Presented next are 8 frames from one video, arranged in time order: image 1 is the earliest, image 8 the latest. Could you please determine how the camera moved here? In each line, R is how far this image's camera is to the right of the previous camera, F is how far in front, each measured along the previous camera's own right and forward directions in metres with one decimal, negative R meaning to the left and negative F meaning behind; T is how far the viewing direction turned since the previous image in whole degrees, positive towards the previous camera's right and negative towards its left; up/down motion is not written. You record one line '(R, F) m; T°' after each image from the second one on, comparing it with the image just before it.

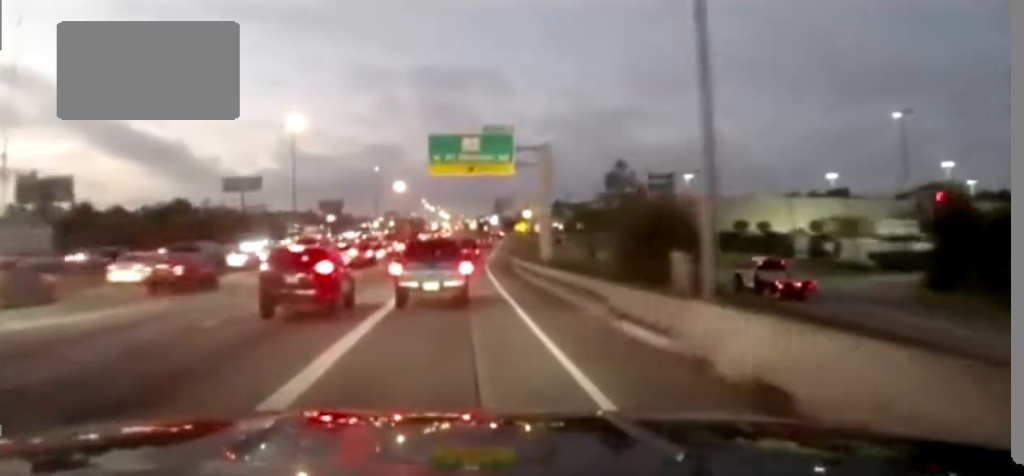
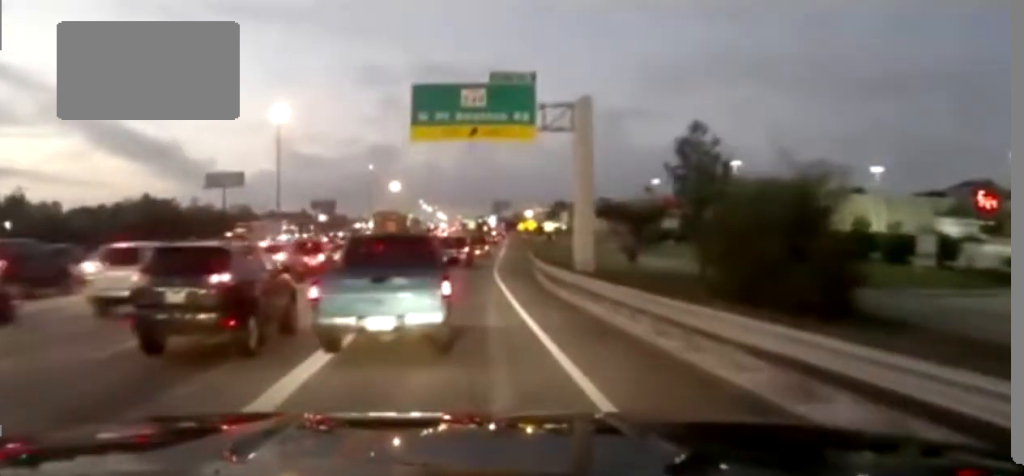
(-0.4, +19.2) m; +1°
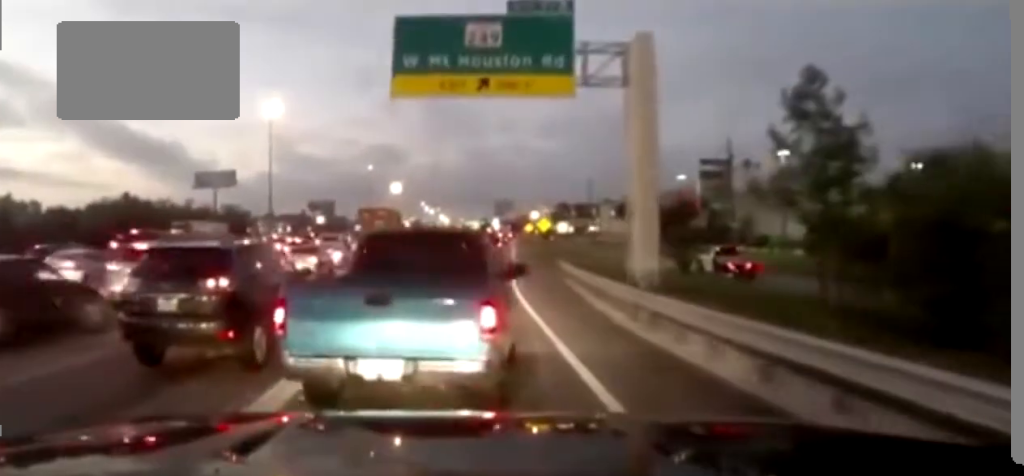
(+0.5, +13.7) m; +2°
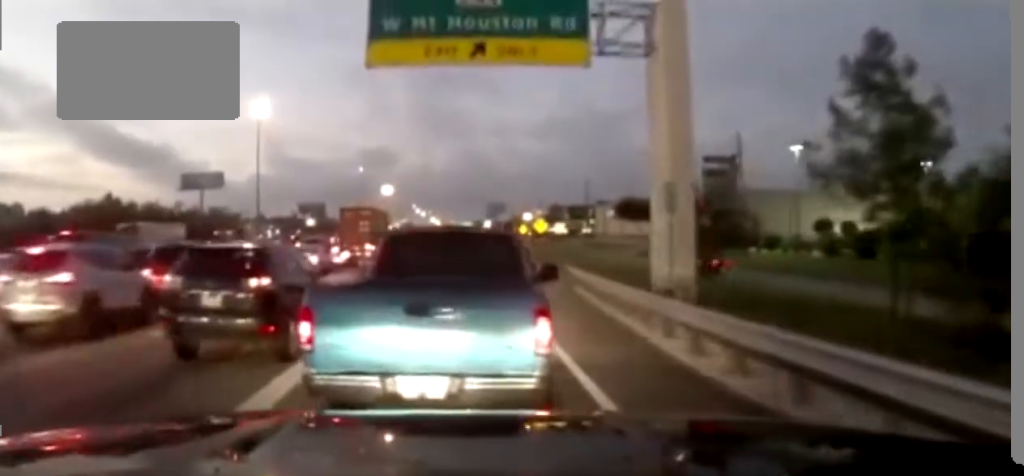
(0.0, +5.7) m; 0°
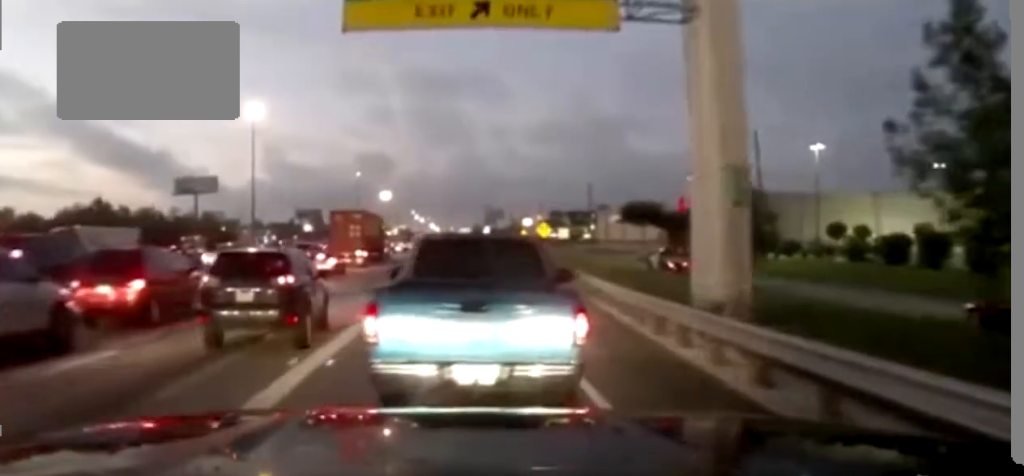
(0.0, +4.8) m; +4°
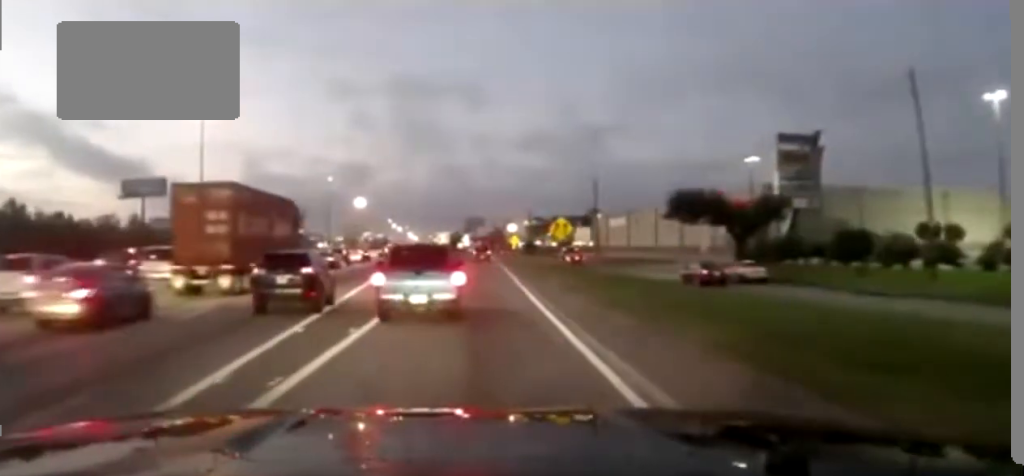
(+0.7, +26.6) m; -1°
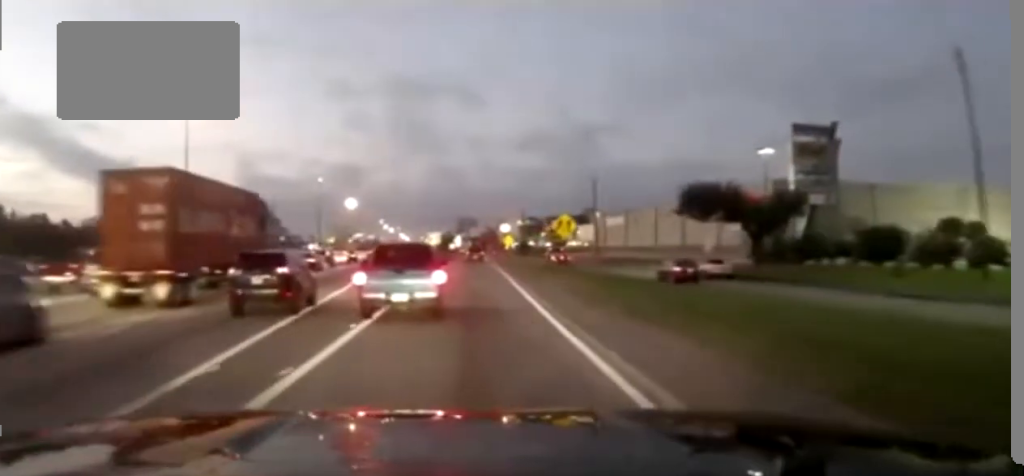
(0.0, +4.8) m; 0°
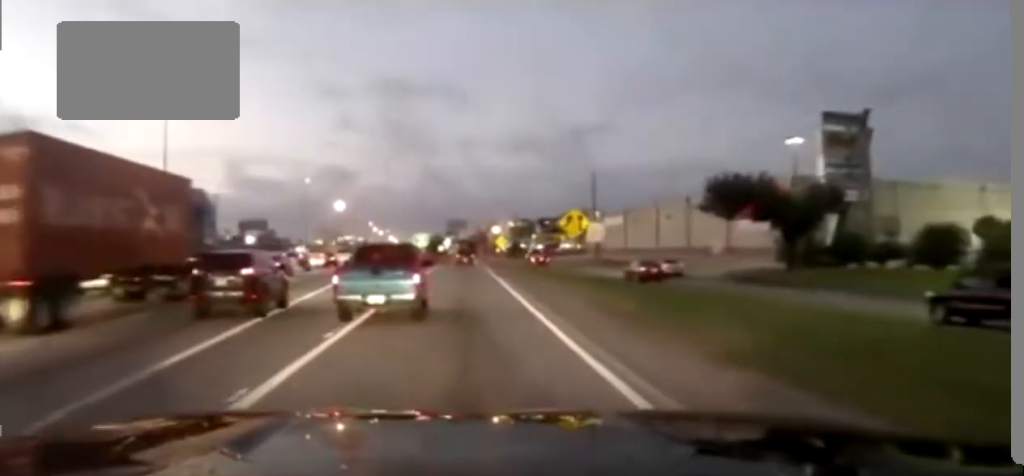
(0.0, +7.6) m; 0°
